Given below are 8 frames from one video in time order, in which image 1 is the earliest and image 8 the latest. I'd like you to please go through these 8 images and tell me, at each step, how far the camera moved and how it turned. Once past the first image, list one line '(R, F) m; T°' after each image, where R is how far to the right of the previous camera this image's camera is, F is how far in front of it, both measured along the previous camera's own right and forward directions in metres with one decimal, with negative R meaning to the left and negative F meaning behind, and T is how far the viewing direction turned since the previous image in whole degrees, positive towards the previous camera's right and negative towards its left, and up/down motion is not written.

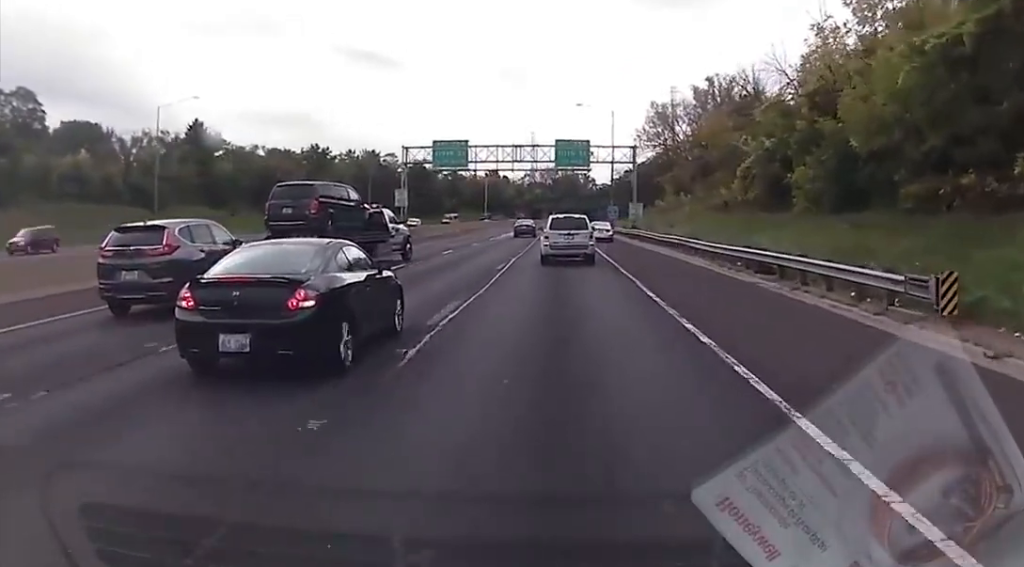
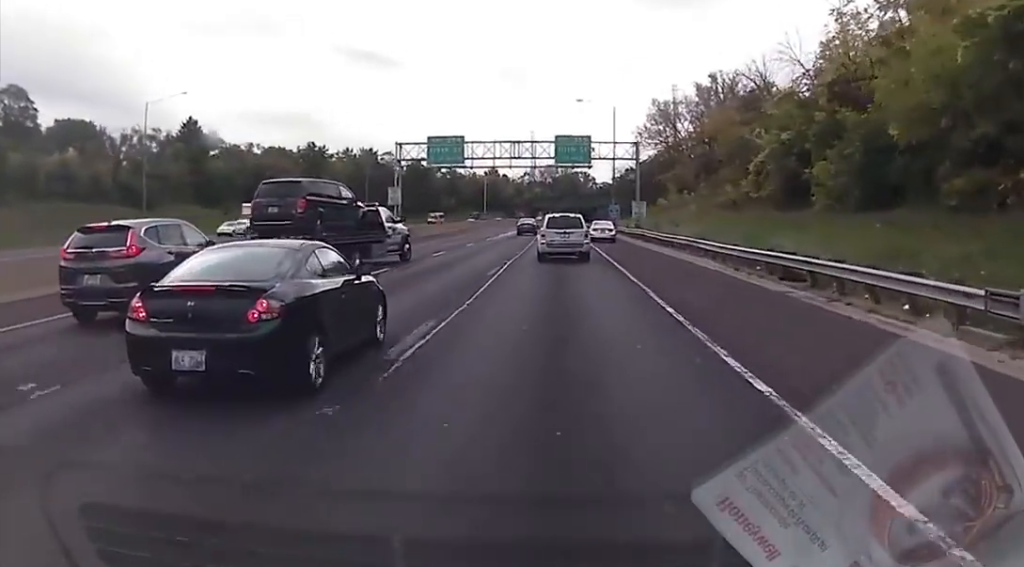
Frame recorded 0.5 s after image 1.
(+0.2, +2.7) m; +2°
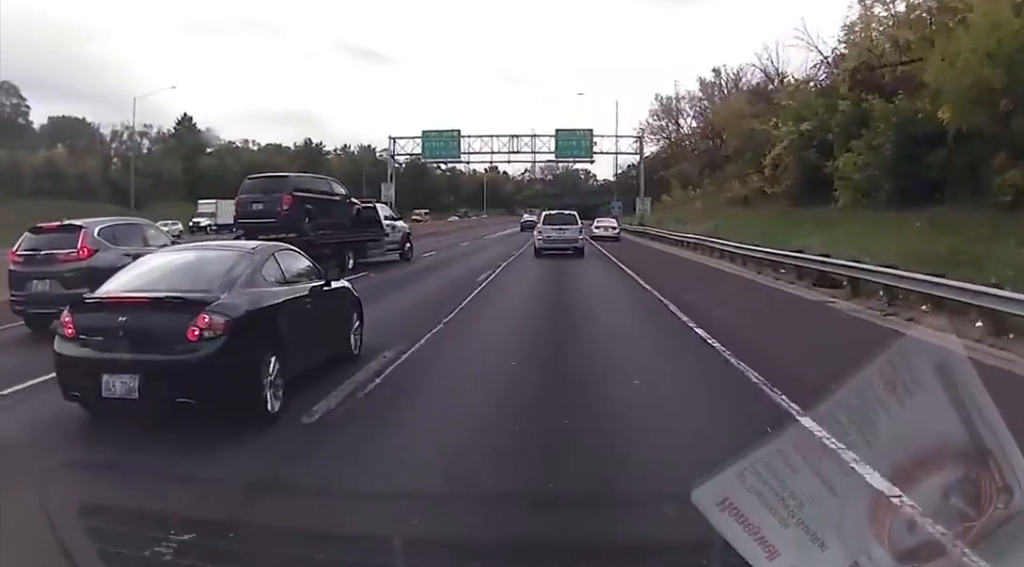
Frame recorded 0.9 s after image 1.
(+0.1, +2.7) m; +1°
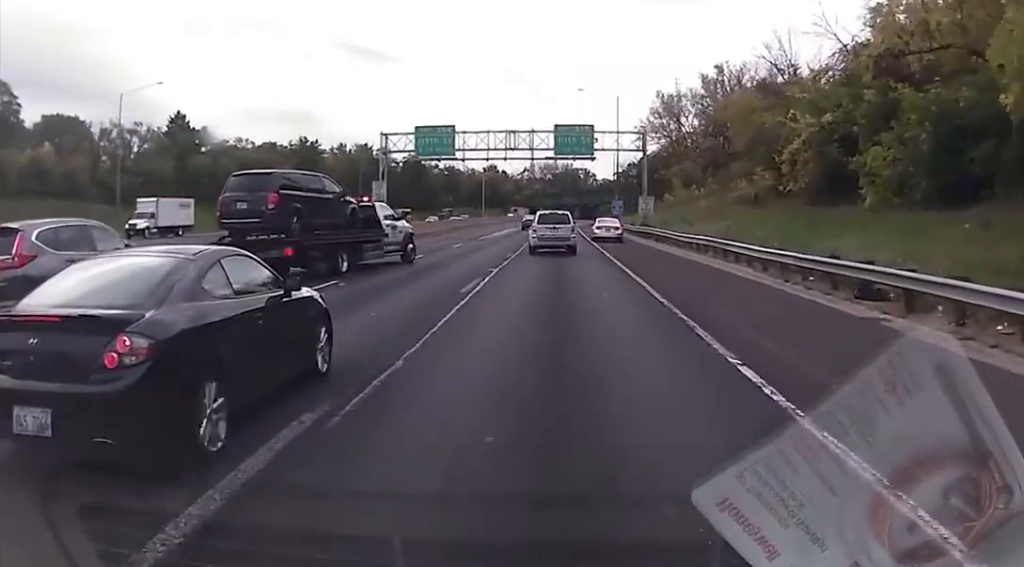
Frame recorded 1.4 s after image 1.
(0.0, +3.0) m; 0°
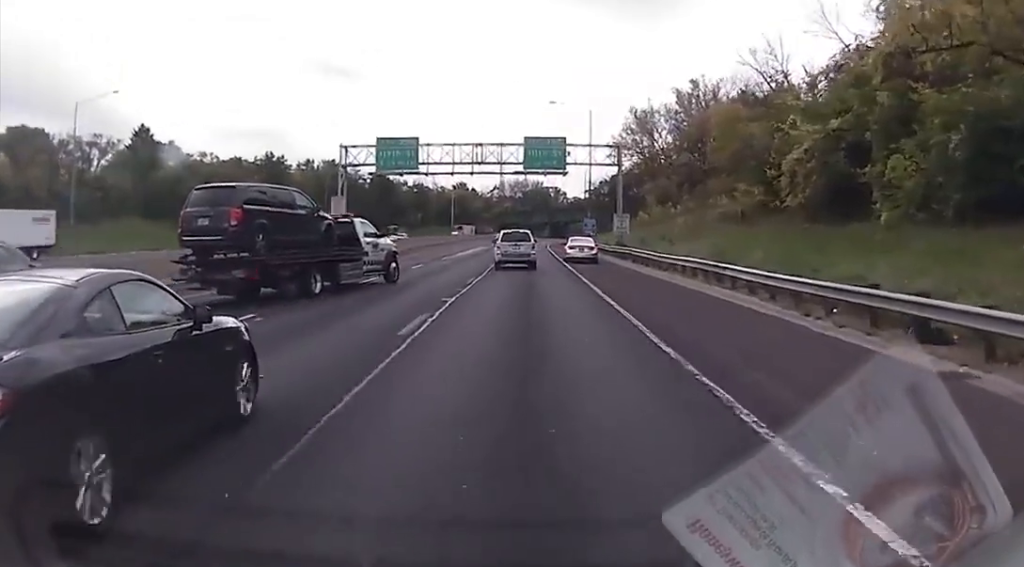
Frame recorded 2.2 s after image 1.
(0.0, +4.3) m; 0°
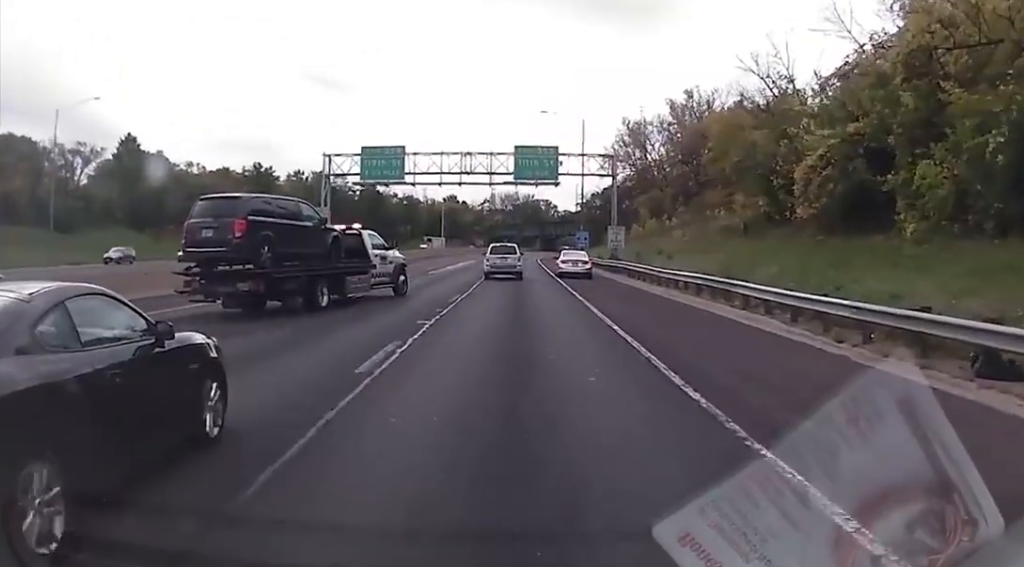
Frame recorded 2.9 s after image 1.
(0.0, +3.0) m; 0°
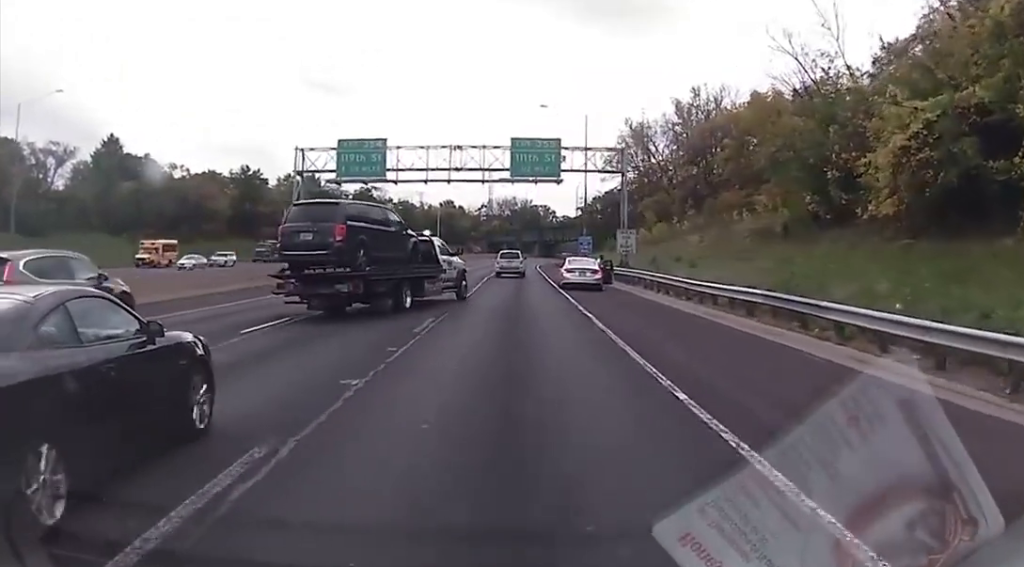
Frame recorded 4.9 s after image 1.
(0.0, +6.9) m; -1°
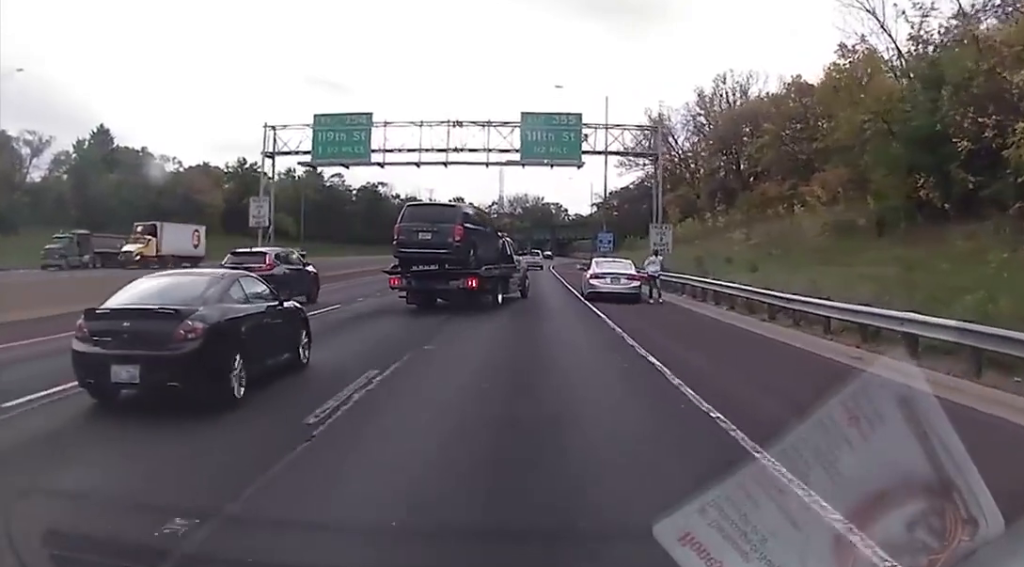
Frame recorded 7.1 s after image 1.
(-0.7, +7.5) m; -3°
